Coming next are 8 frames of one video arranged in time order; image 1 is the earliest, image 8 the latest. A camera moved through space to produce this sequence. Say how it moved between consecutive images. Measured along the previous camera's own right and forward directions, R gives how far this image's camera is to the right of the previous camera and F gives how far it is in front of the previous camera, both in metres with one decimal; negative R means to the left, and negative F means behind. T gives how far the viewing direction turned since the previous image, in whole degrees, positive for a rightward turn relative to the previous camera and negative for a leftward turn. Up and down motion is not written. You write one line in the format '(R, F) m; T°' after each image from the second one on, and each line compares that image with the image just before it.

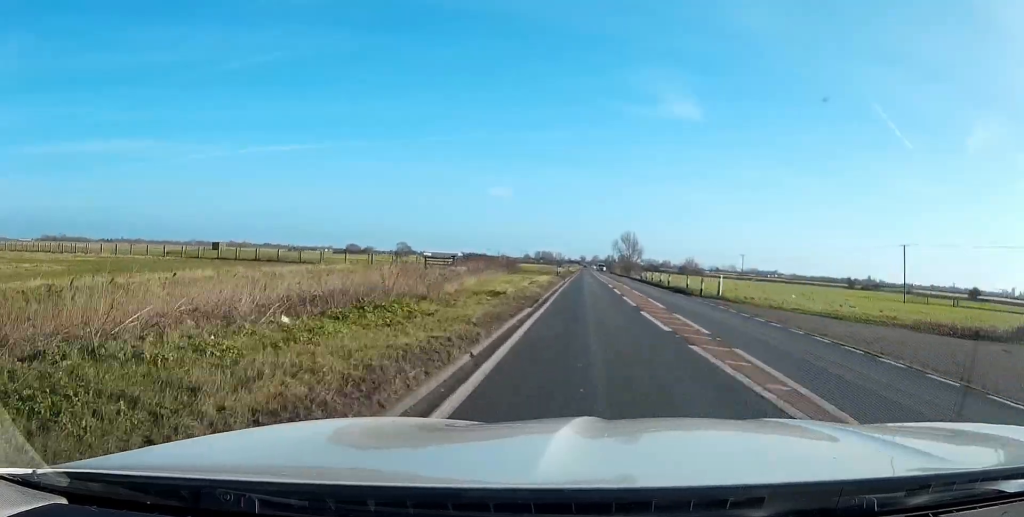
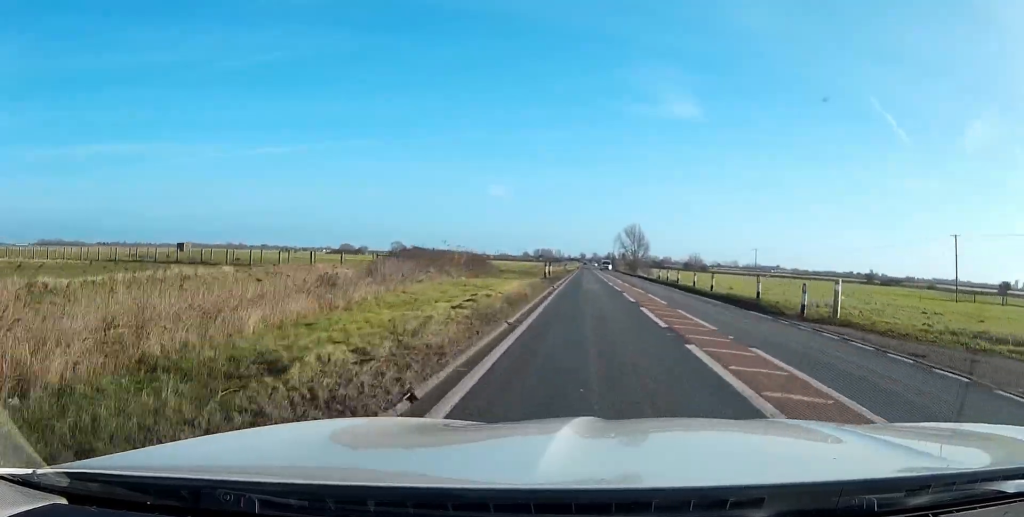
(0.0, +19.4) m; 0°
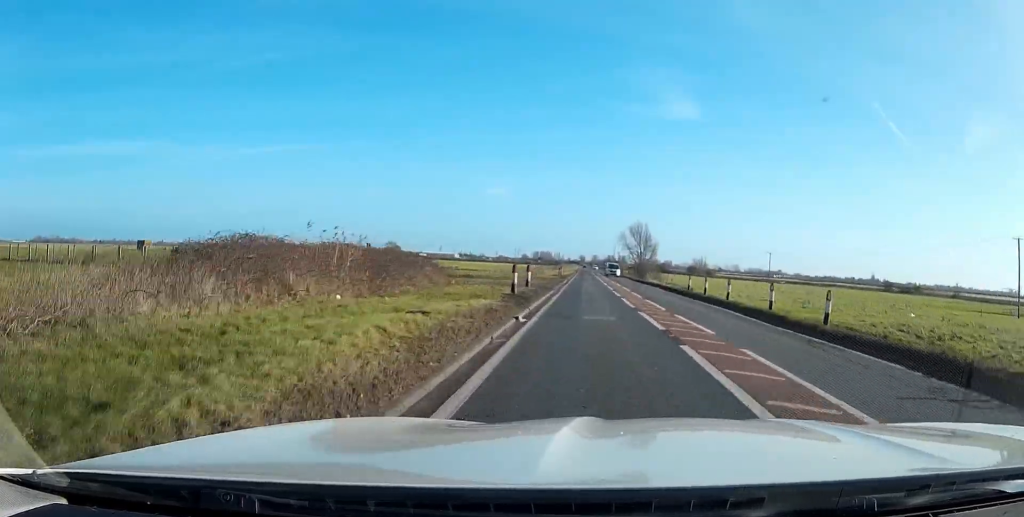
(0.0, +17.7) m; 0°
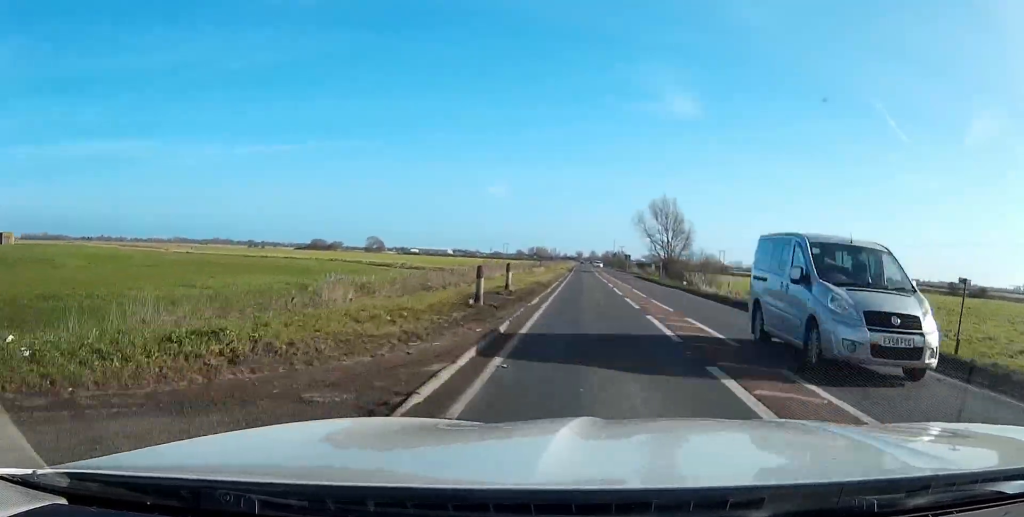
(0.0, +46.8) m; 0°
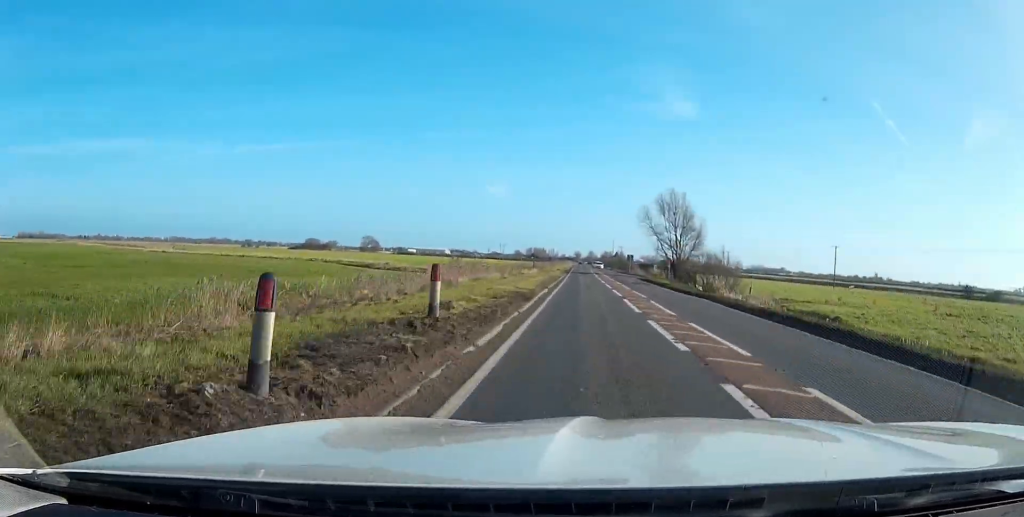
(0.0, +10.8) m; 0°
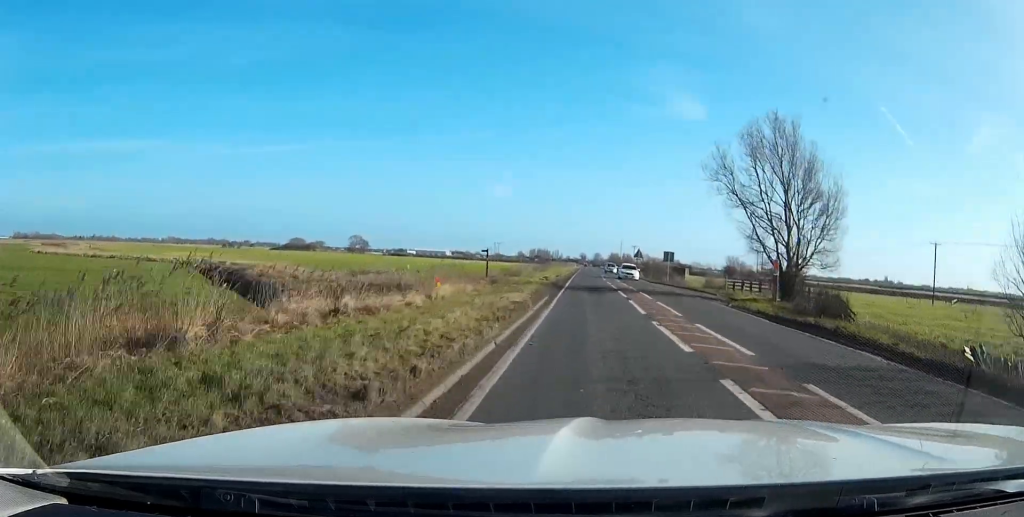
(0.0, +43.3) m; 0°
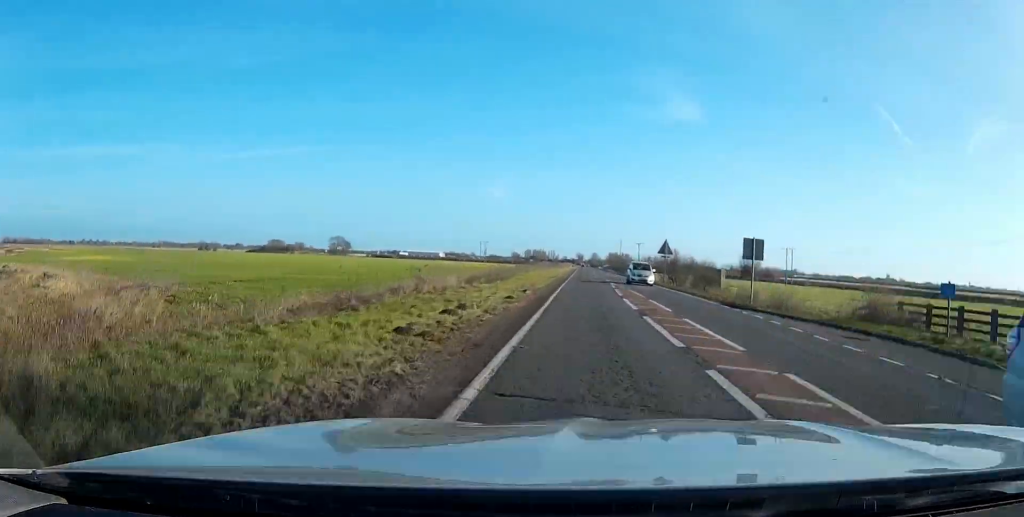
(+0.1, +35.1) m; 0°
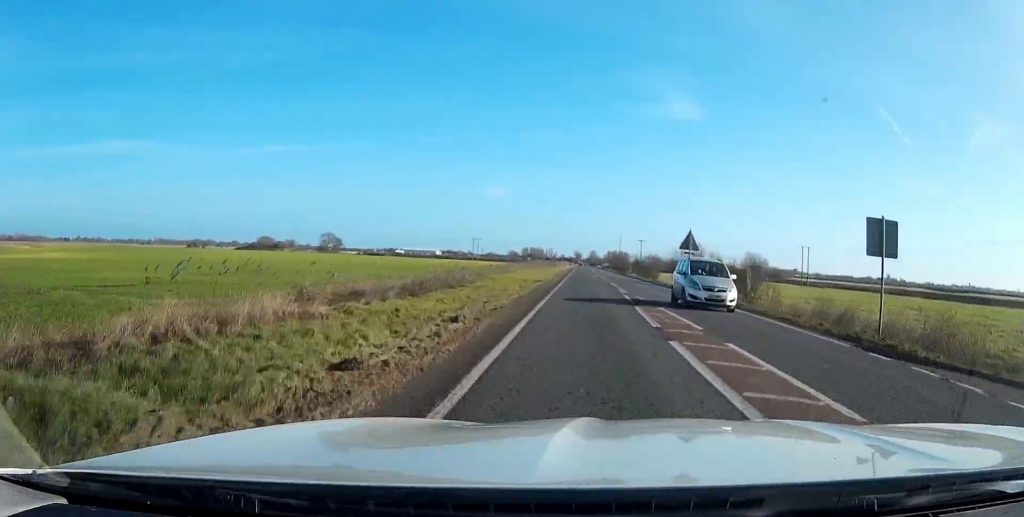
(0.0, +15.1) m; 0°
